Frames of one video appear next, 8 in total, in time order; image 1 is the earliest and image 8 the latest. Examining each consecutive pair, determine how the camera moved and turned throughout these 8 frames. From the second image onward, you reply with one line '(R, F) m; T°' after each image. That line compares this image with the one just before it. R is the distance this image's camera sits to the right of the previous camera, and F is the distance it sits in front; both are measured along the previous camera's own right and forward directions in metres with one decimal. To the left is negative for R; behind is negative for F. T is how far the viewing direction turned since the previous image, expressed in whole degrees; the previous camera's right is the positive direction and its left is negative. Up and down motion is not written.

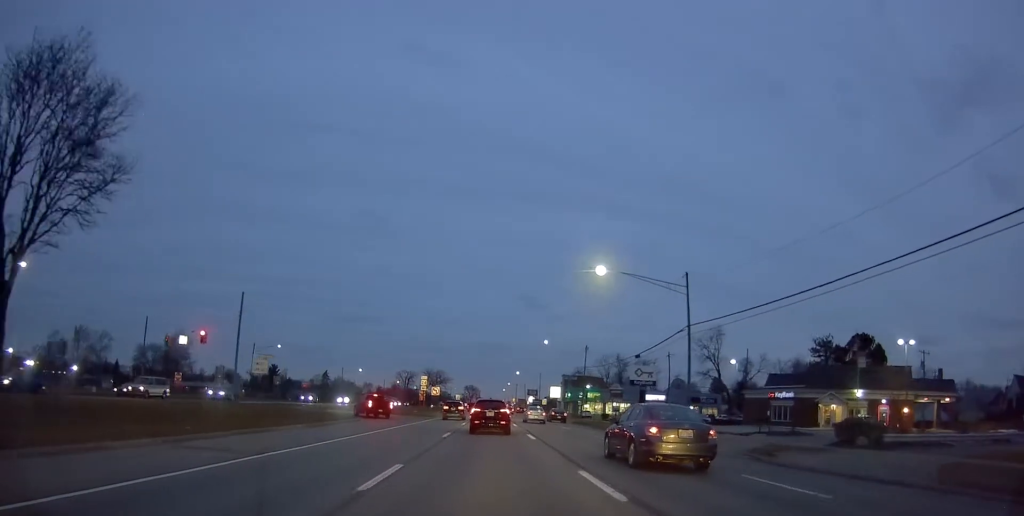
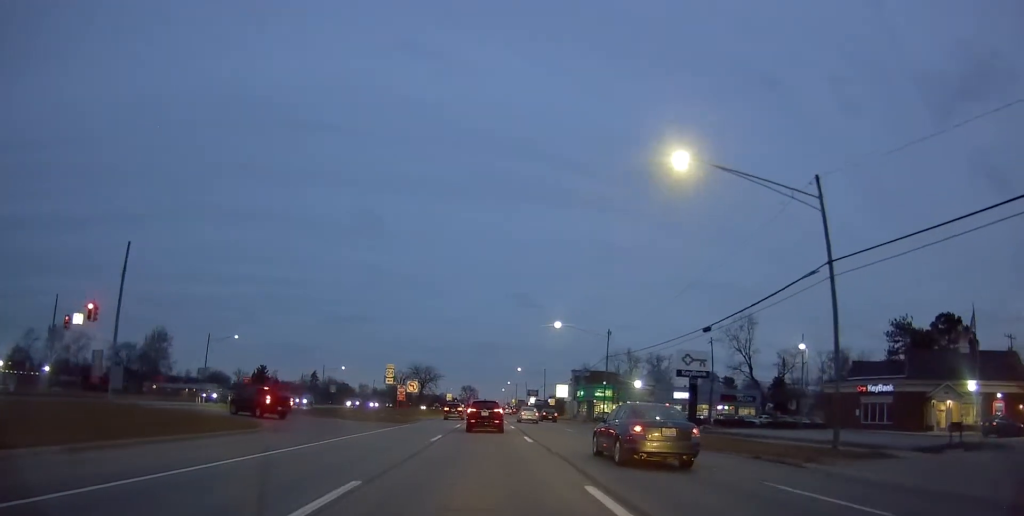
(0.0, +18.0) m; -1°
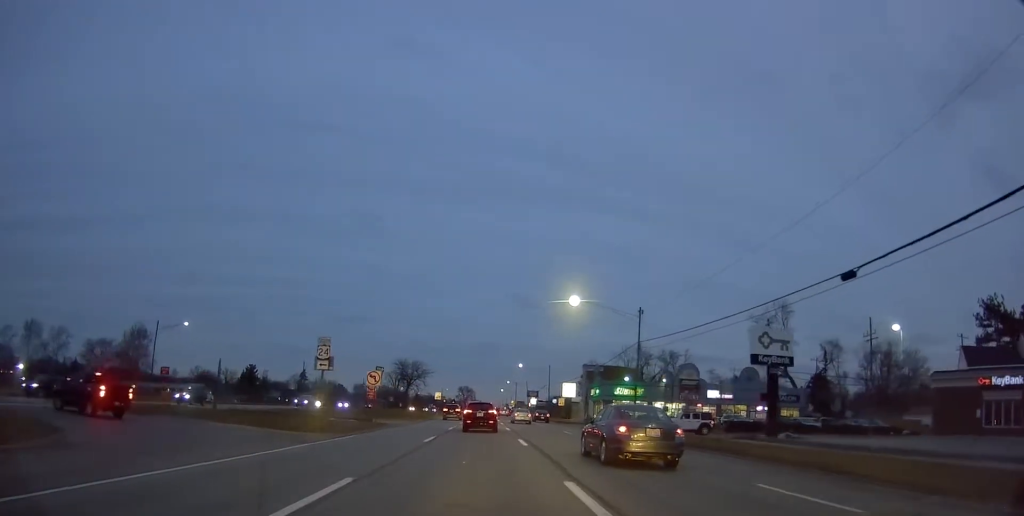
(-0.3, +15.5) m; -1°
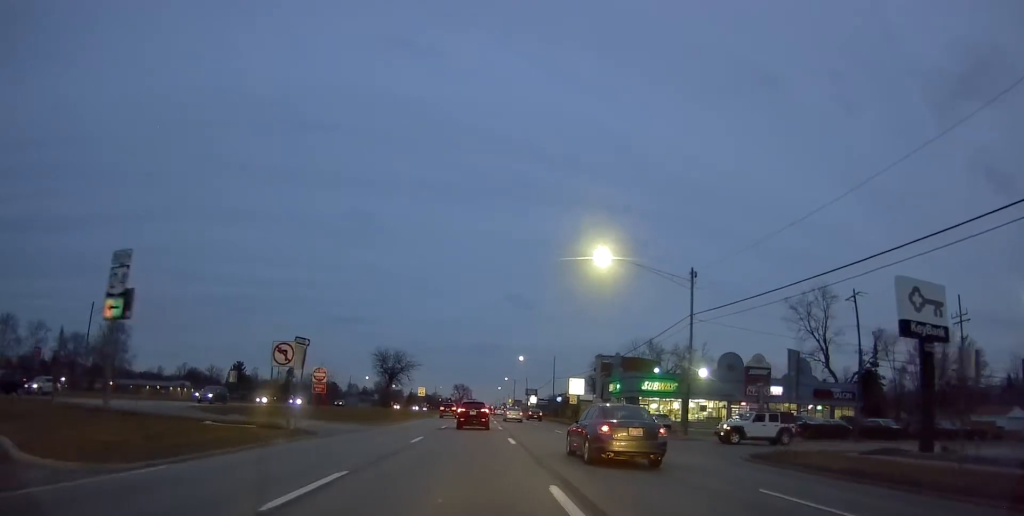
(-0.2, +14.9) m; +1°
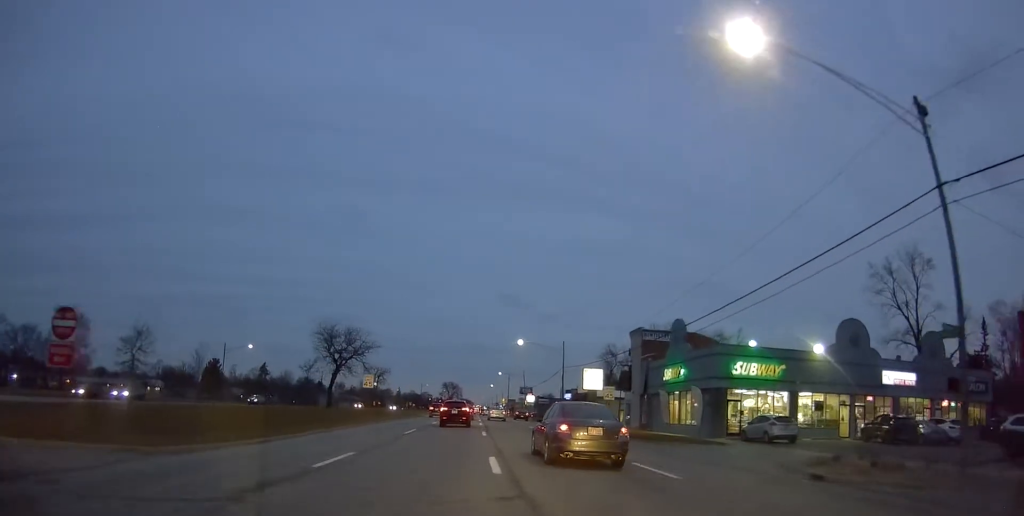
(+0.8, +24.0) m; +2°
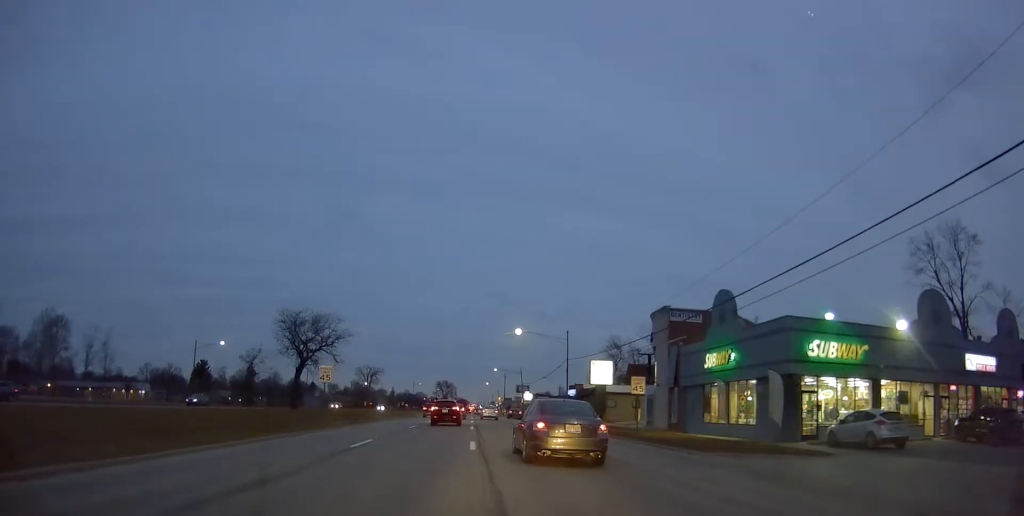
(0.0, +9.4) m; 0°
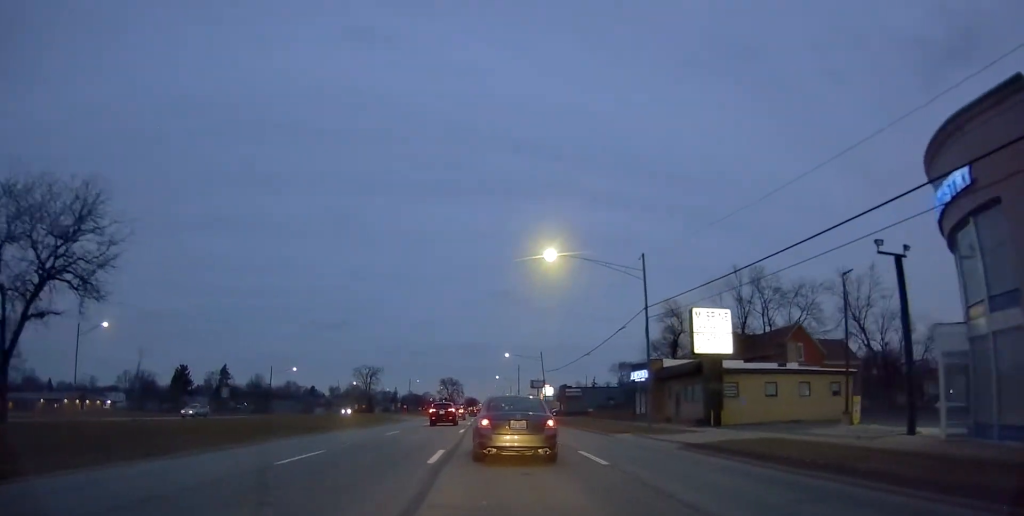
(0.0, +34.0) m; 0°
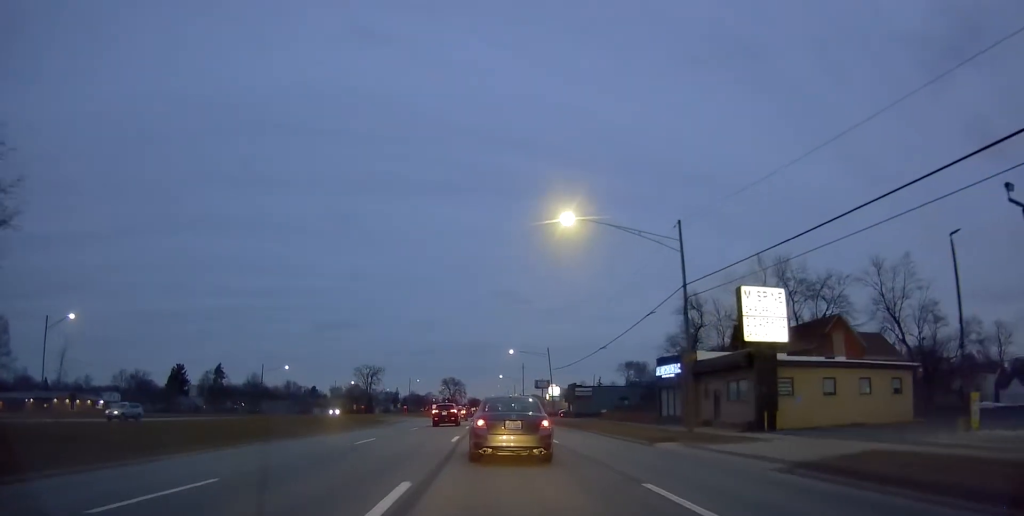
(0.0, +7.2) m; 0°
